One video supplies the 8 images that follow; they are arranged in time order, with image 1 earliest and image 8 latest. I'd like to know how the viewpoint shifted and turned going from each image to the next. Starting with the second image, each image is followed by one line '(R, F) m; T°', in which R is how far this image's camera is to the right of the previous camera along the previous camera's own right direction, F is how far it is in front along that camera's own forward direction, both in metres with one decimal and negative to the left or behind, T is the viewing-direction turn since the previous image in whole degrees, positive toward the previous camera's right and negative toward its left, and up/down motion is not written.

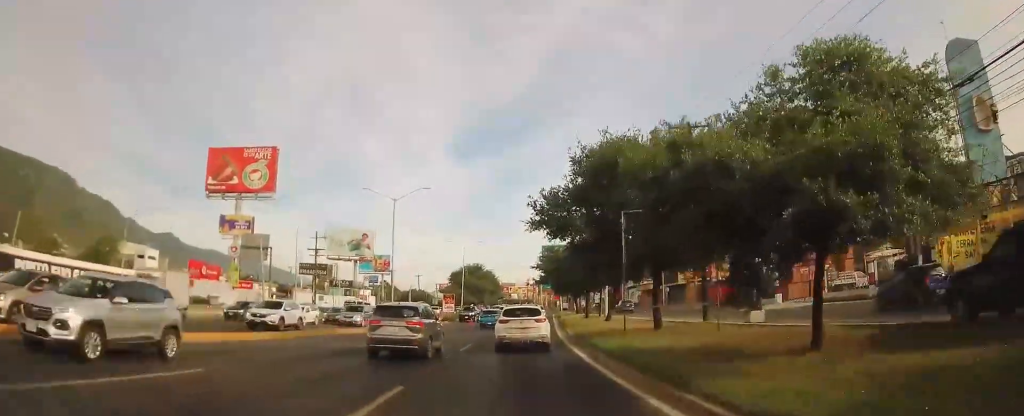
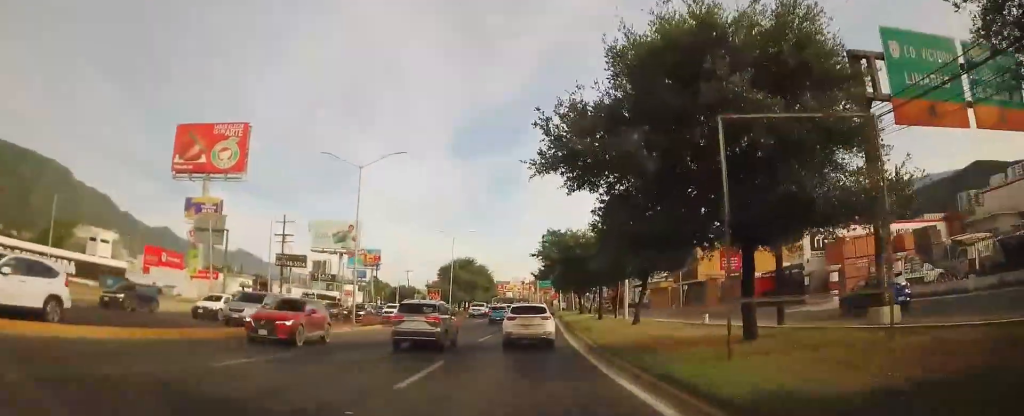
(+0.4, +10.1) m; +1°
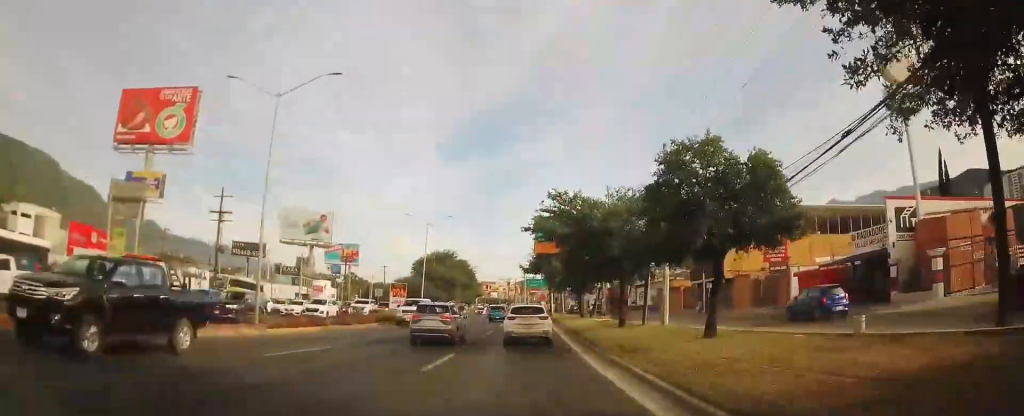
(-0.2, +12.8) m; +1°
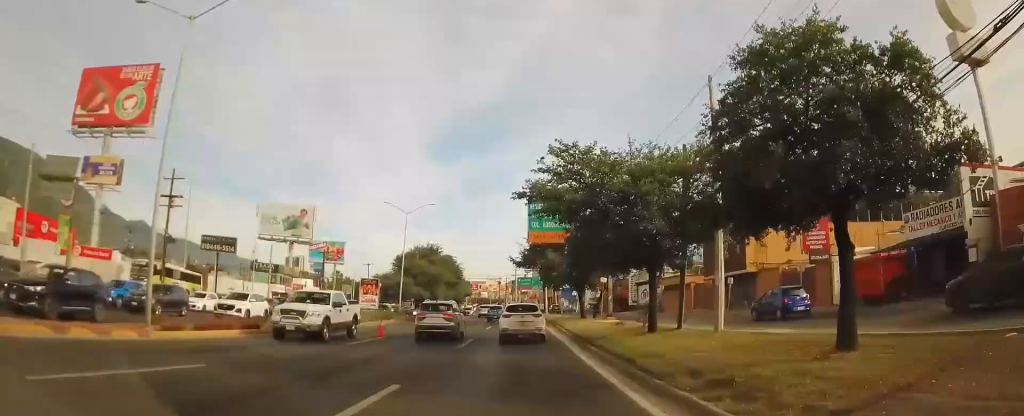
(+0.1, +7.6) m; +2°
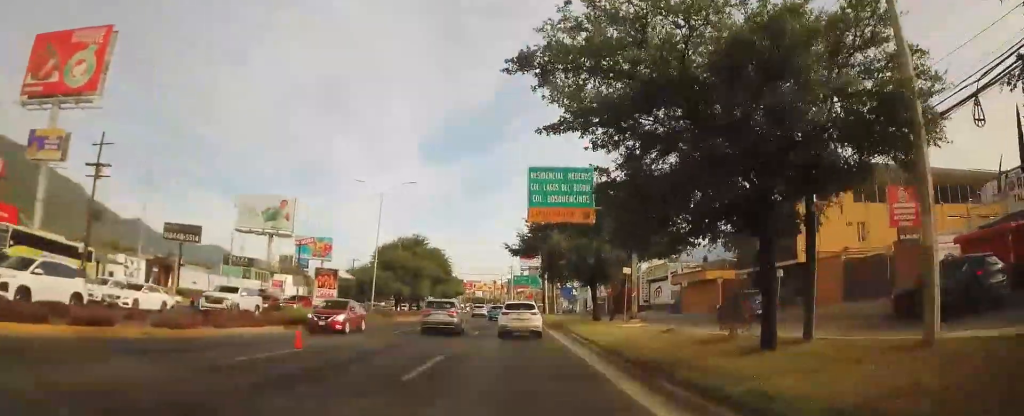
(+0.3, +9.8) m; +1°
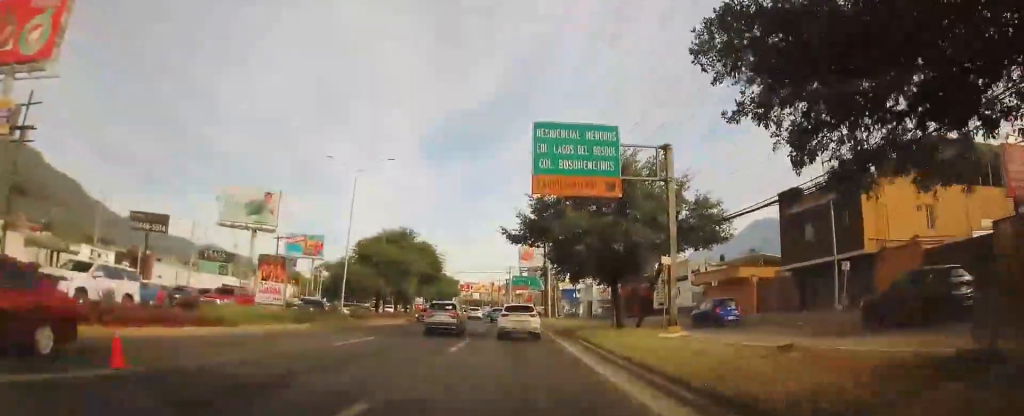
(+0.1, +8.2) m; 0°
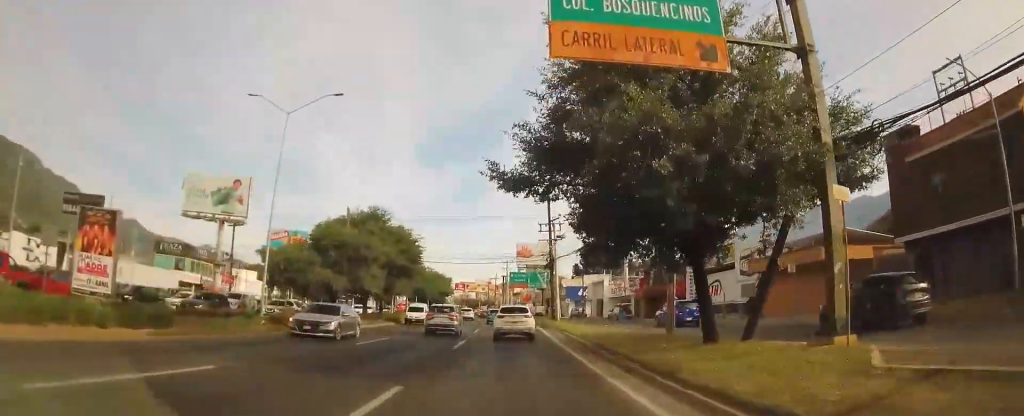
(-0.1, +12.9) m; 0°
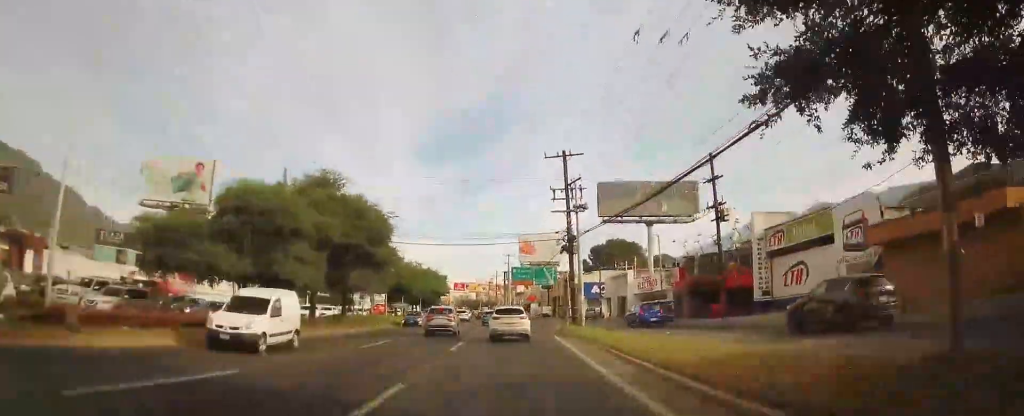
(-0.1, +14.5) m; -2°
